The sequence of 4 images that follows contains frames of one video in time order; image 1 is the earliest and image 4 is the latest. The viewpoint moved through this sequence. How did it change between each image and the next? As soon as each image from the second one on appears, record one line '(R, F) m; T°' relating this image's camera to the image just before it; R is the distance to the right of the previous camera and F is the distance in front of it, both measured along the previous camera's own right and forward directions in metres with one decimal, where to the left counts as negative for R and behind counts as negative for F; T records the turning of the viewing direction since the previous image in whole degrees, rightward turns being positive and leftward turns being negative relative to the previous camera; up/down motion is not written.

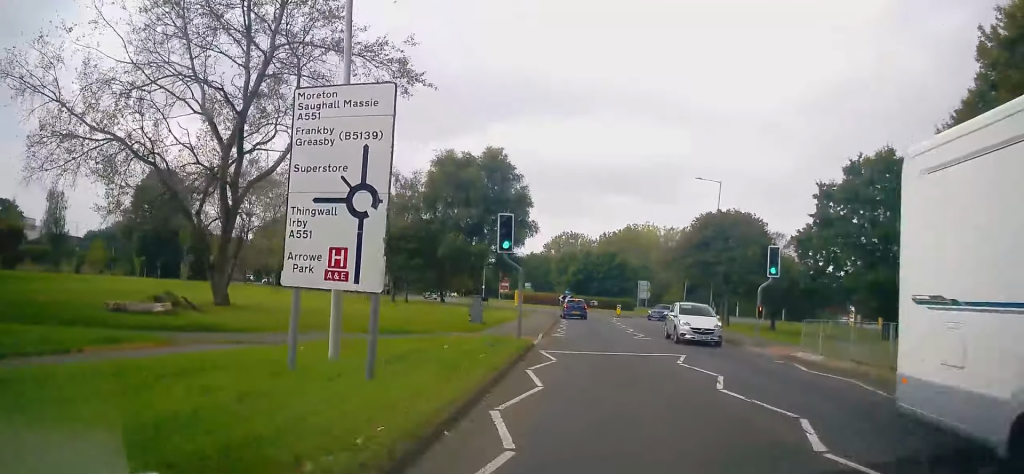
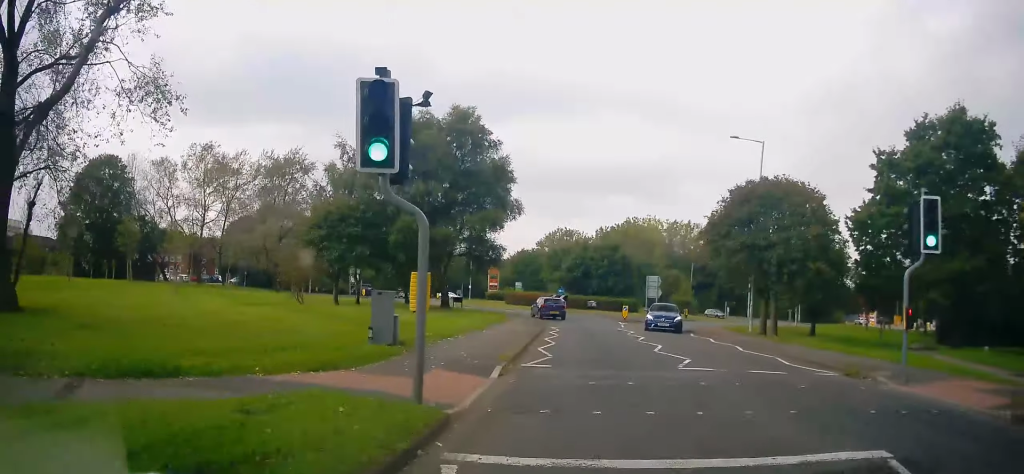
(-0.3, +11.0) m; +1°
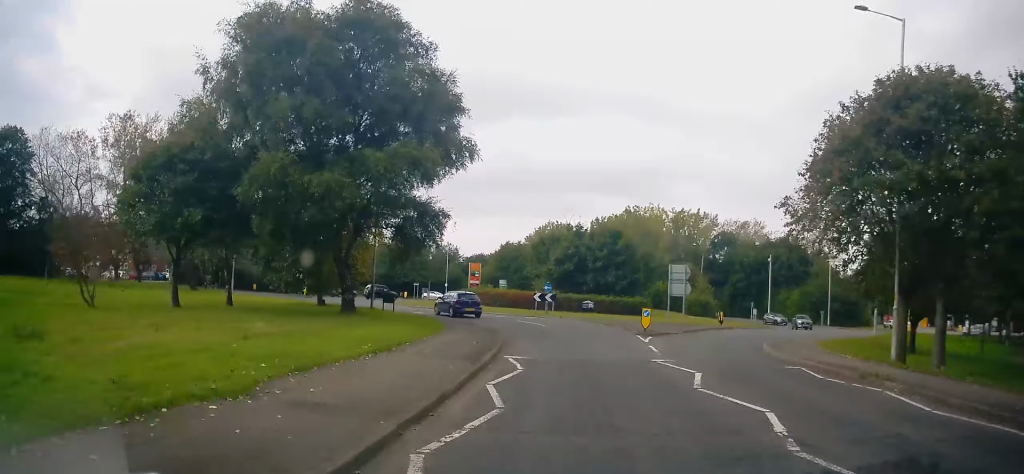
(+0.7, +15.7) m; +3°
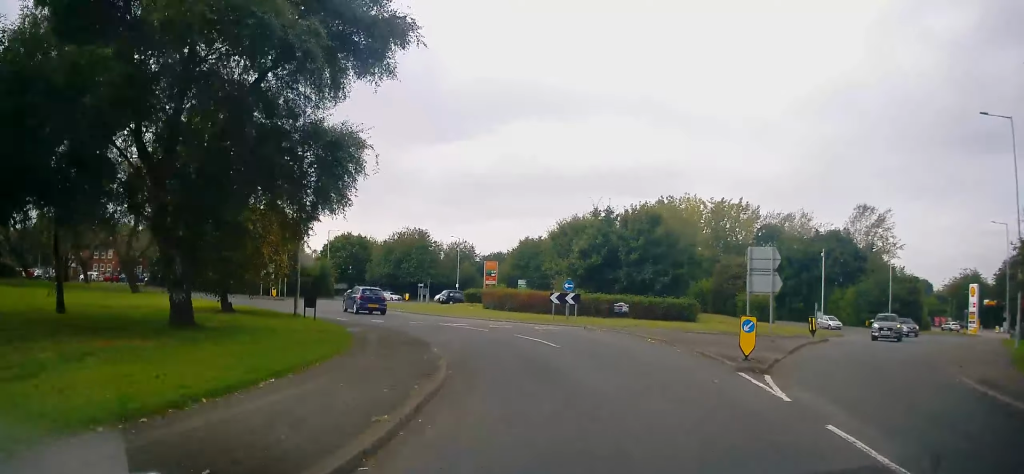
(0.0, +12.0) m; -4°
